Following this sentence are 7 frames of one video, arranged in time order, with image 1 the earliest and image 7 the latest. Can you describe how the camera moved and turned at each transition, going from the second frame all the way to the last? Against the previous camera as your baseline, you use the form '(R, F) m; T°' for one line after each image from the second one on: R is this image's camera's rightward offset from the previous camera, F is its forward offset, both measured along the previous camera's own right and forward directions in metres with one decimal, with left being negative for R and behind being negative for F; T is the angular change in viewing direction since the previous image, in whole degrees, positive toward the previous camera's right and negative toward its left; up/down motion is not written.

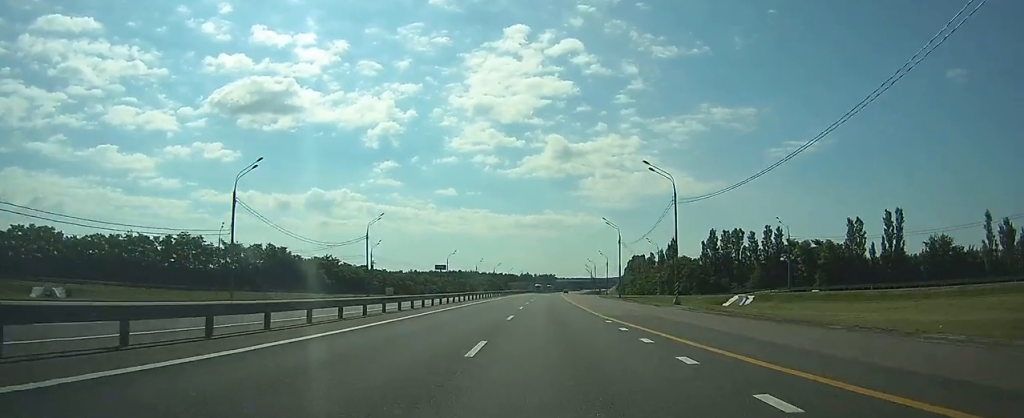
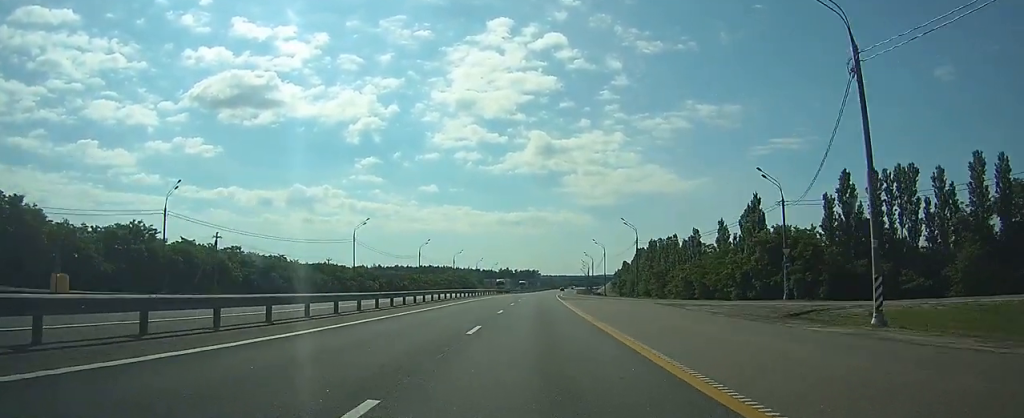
(+1.2, +67.0) m; +2°
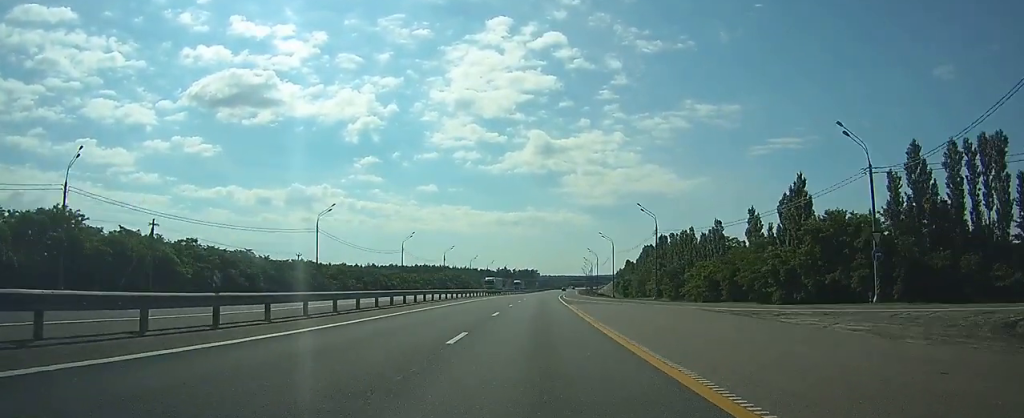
(0.0, +14.7) m; 0°
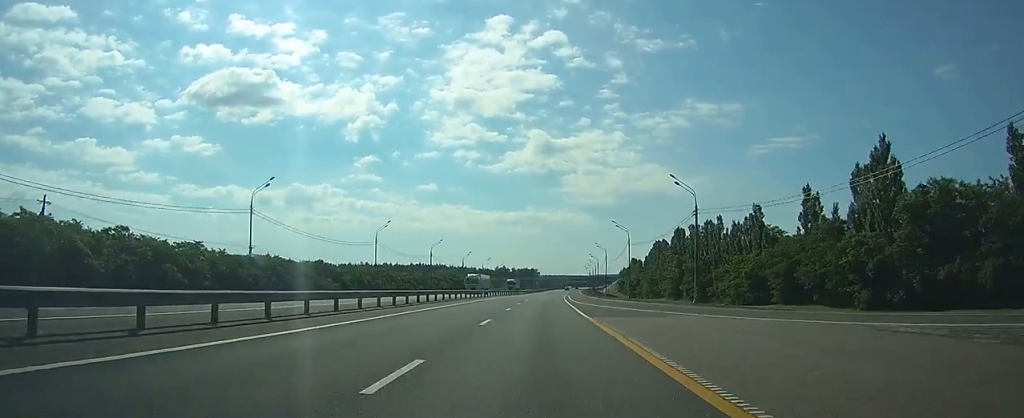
(0.0, +17.9) m; 0°
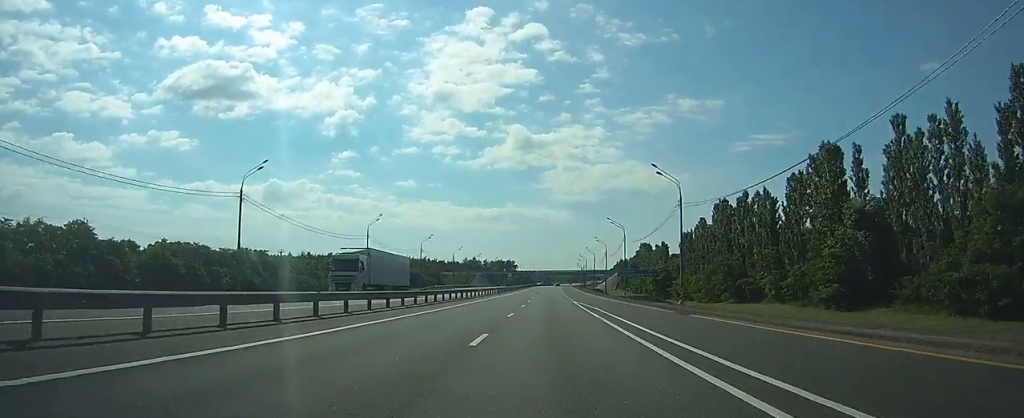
(+1.0, +77.3) m; +2°
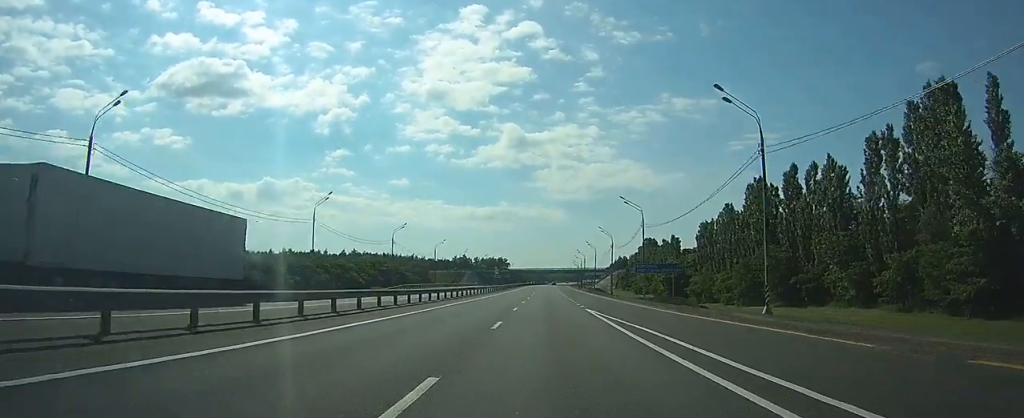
(0.0, +19.2) m; +1°
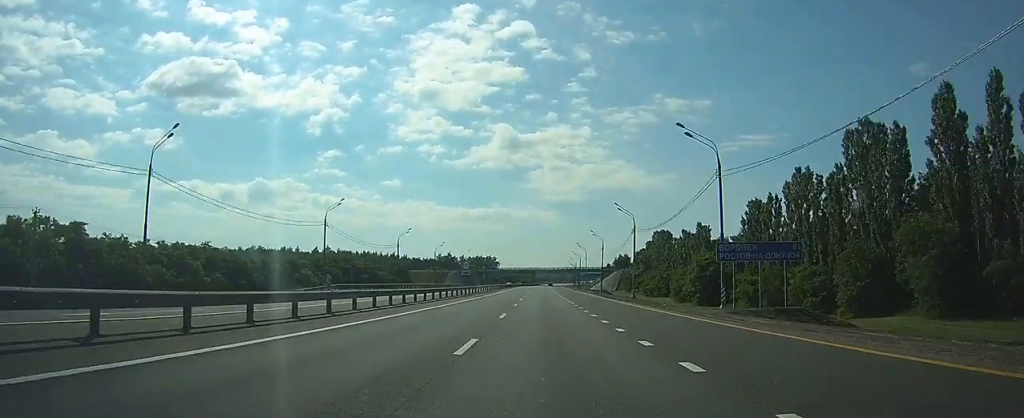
(+0.3, +30.0) m; +1°
